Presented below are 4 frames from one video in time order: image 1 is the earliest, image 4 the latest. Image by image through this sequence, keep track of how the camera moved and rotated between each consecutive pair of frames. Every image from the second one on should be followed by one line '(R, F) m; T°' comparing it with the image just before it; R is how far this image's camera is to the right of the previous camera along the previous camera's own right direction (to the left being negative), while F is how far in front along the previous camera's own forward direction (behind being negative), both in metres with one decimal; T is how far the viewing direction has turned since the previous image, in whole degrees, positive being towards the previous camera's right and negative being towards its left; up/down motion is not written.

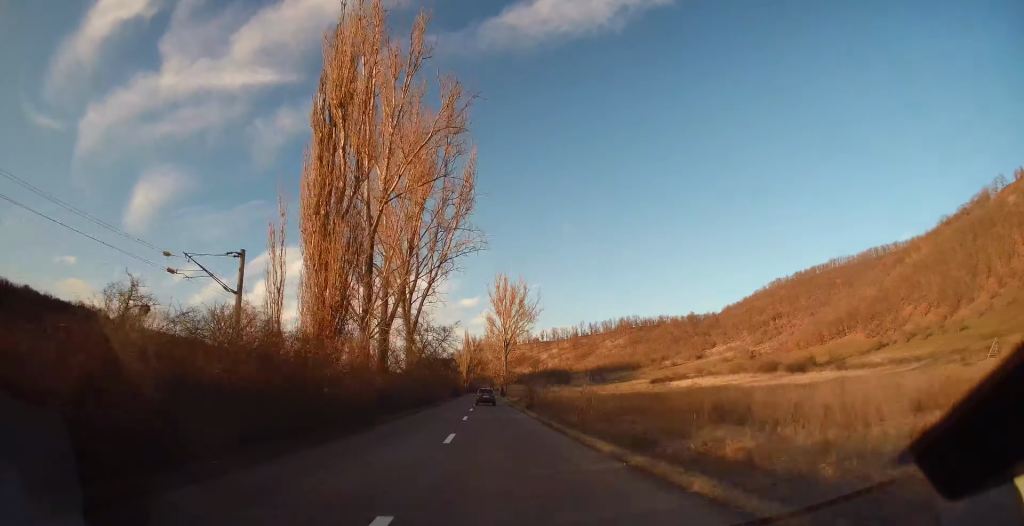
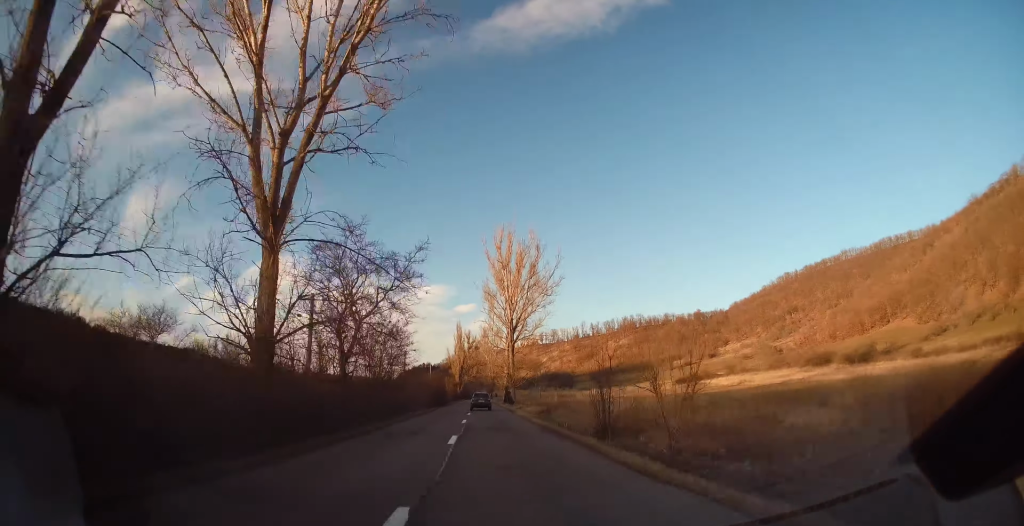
(0.0, +33.5) m; 0°
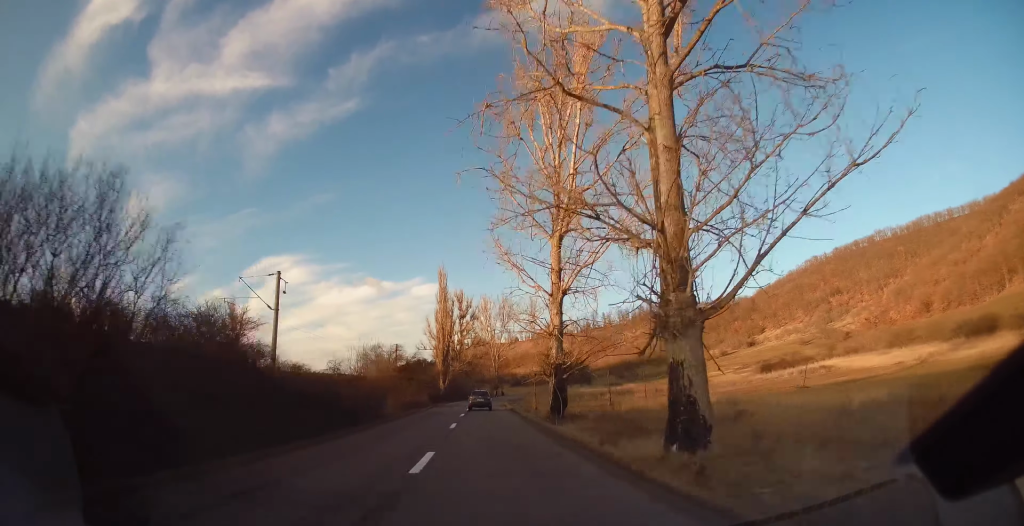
(-0.3, +63.3) m; 0°
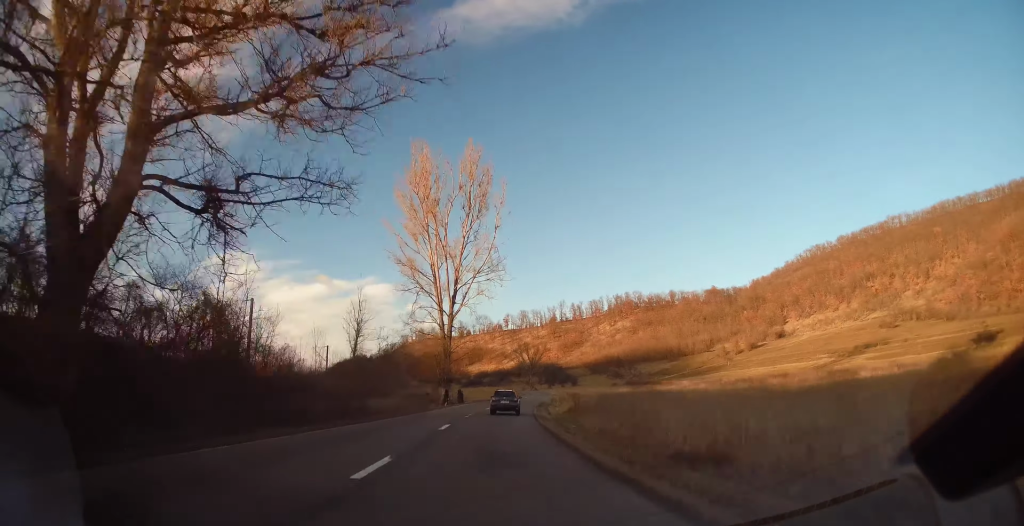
(+3.6, +92.0) m; +6°
